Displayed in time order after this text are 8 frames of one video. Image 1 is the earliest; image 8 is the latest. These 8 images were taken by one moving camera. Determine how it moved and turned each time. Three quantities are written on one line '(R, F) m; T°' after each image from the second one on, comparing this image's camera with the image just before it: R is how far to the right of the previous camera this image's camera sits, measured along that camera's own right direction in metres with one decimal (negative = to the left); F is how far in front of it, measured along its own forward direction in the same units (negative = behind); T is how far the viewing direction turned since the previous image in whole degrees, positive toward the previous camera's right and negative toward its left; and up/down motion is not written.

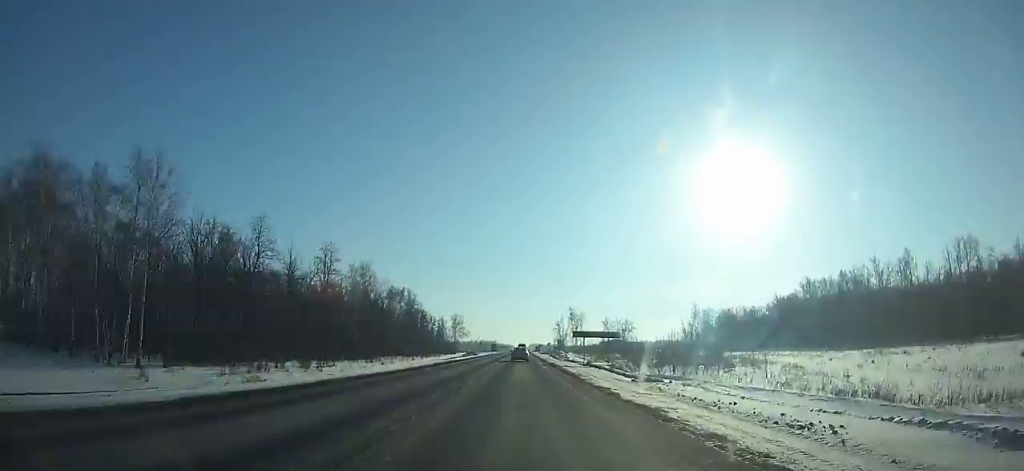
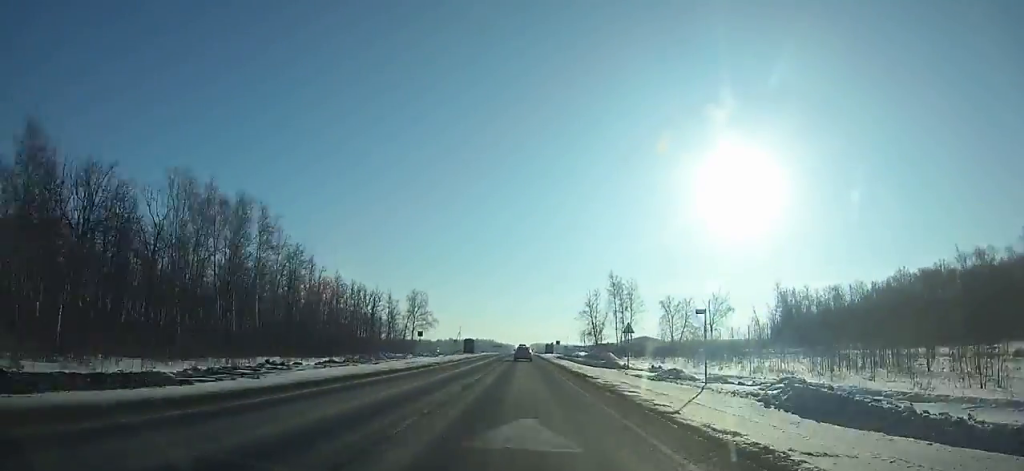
(+0.2, +111.2) m; 0°
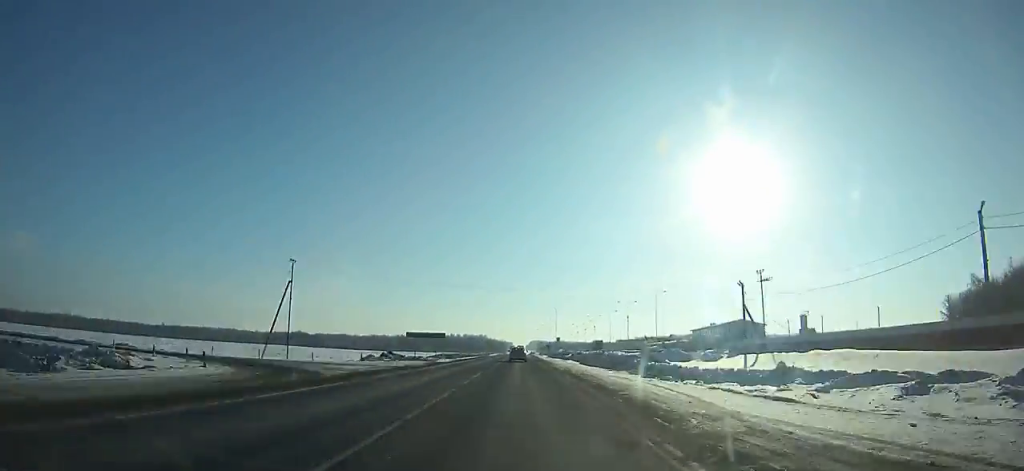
(-0.3, +172.9) m; 0°
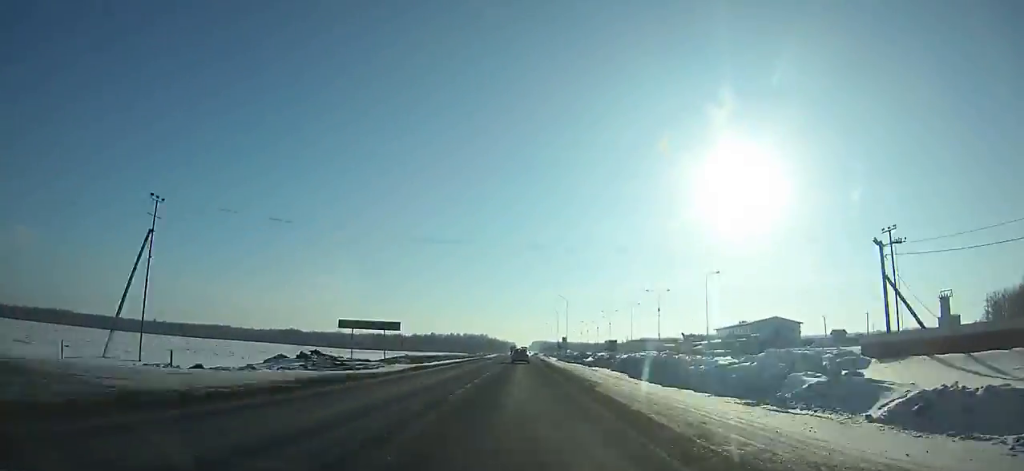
(0.0, +26.8) m; 0°
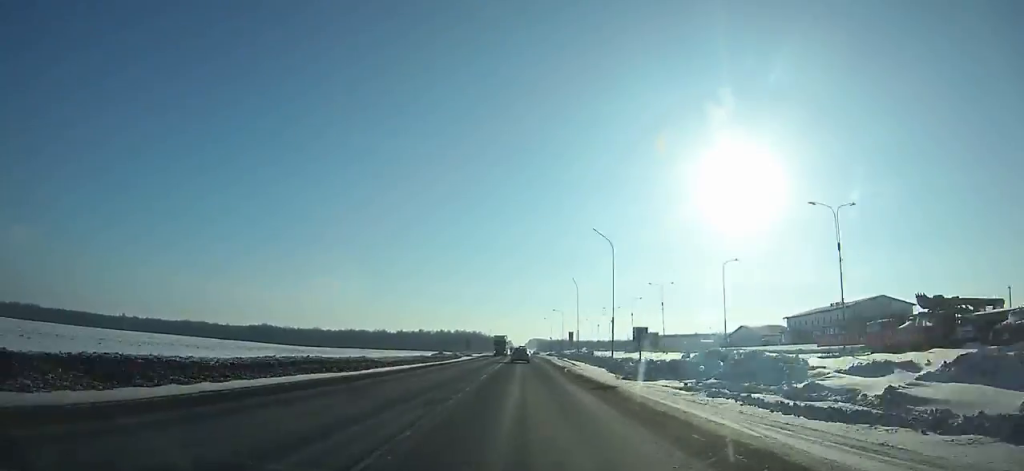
(0.0, +60.3) m; 0°
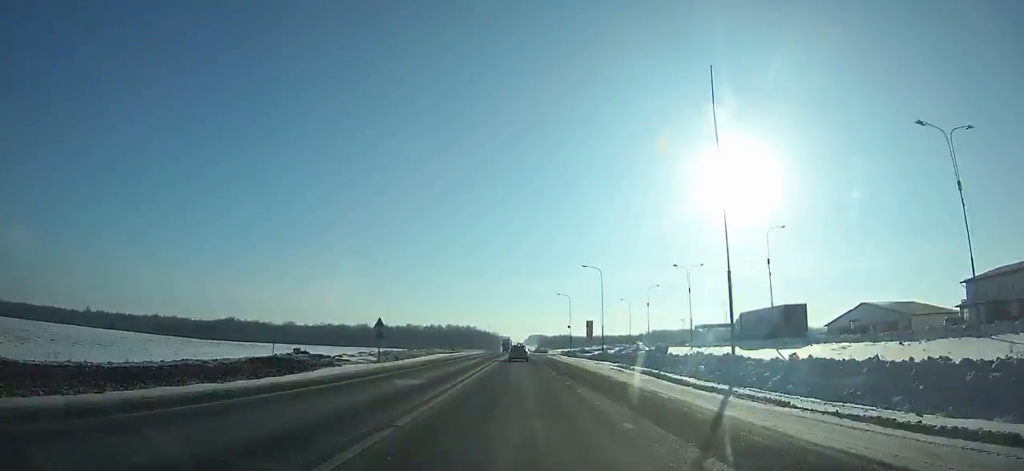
(+0.1, +68.7) m; 0°
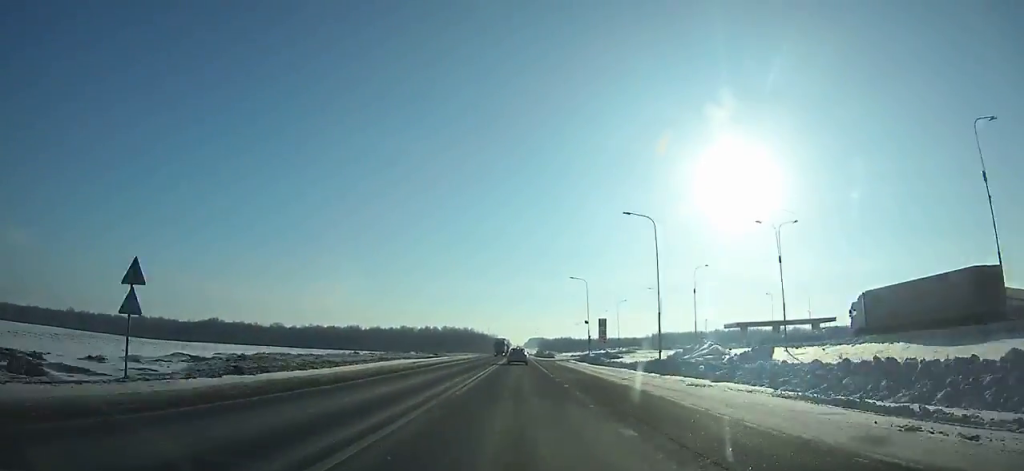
(0.0, +28.5) m; 0°
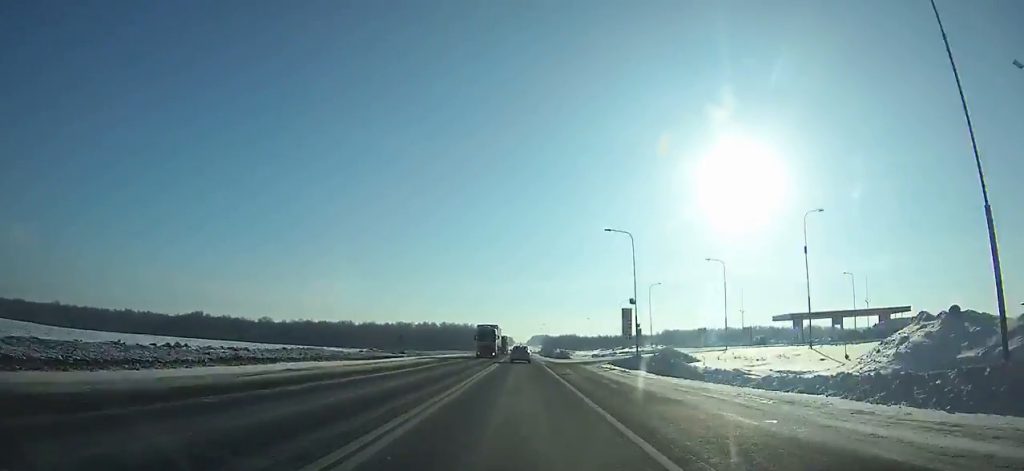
(0.0, +30.6) m; 0°
